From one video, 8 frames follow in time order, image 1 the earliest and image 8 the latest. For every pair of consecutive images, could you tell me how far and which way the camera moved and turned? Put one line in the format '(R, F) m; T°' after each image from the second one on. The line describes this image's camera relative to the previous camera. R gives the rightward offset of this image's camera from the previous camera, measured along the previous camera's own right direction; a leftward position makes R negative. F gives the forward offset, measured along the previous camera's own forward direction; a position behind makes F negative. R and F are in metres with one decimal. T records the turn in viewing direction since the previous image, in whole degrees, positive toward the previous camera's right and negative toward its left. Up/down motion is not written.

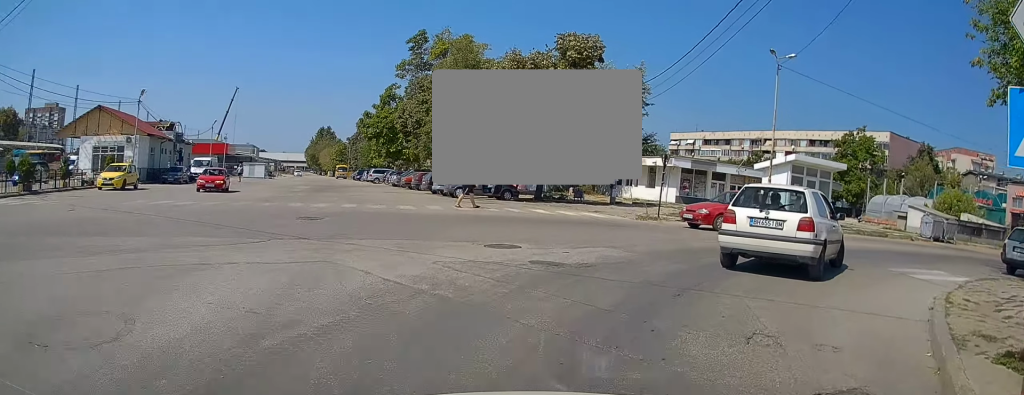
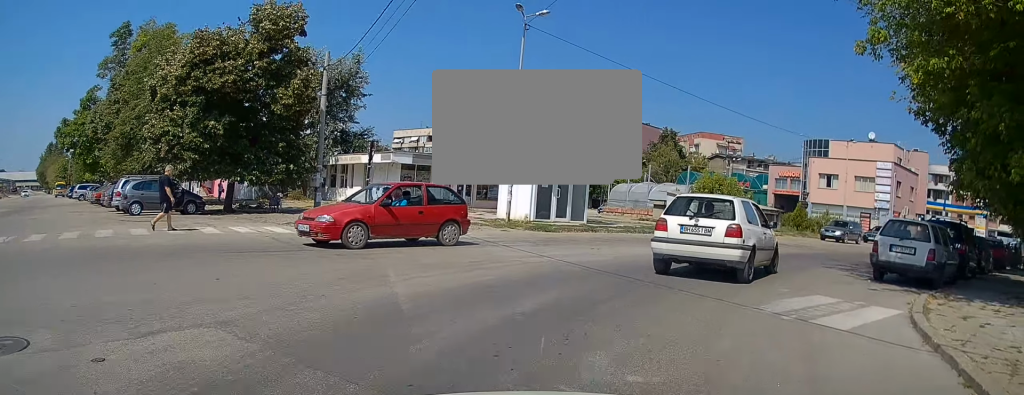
(+1.4, +6.4) m; +25°
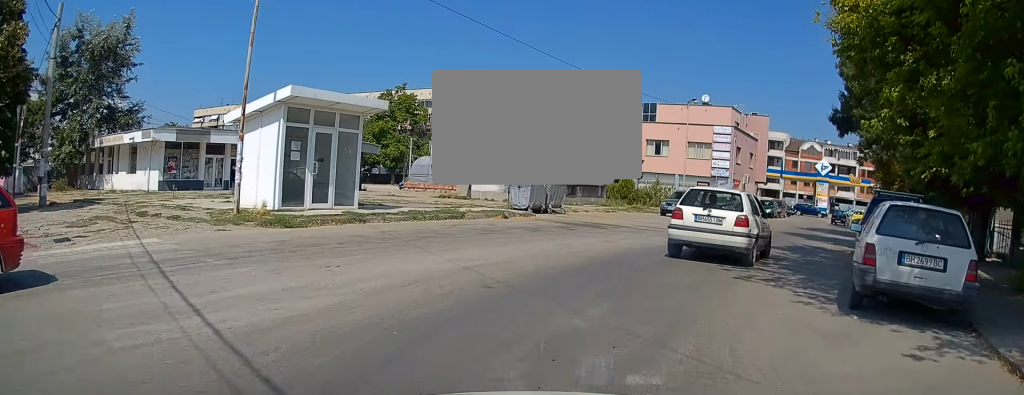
(+1.1, +7.0) m; +16°
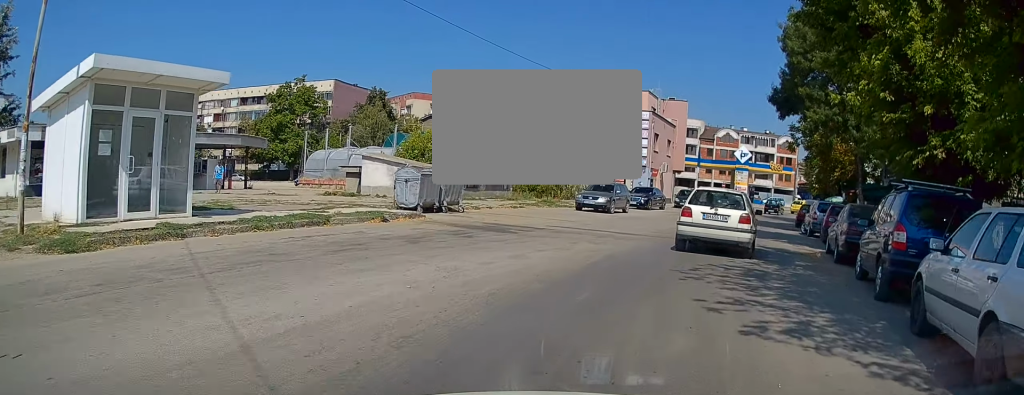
(+0.4, +4.6) m; +9°
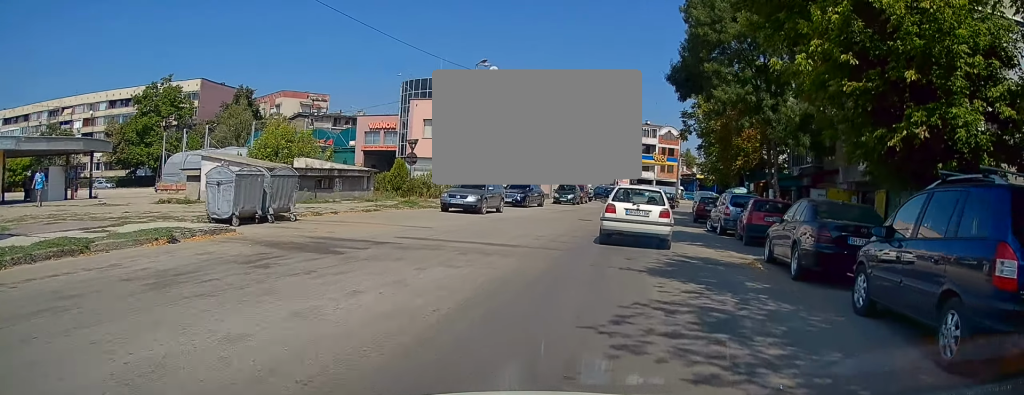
(+0.3, +4.6) m; +8°
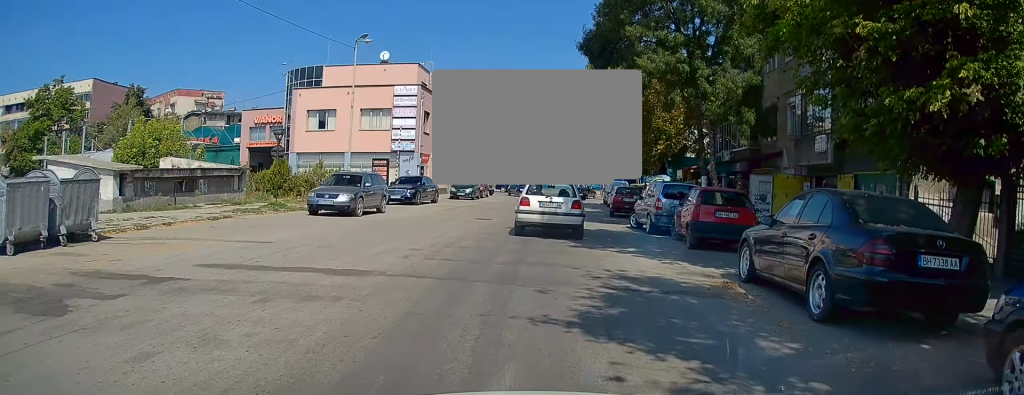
(+0.3, +4.6) m; +6°
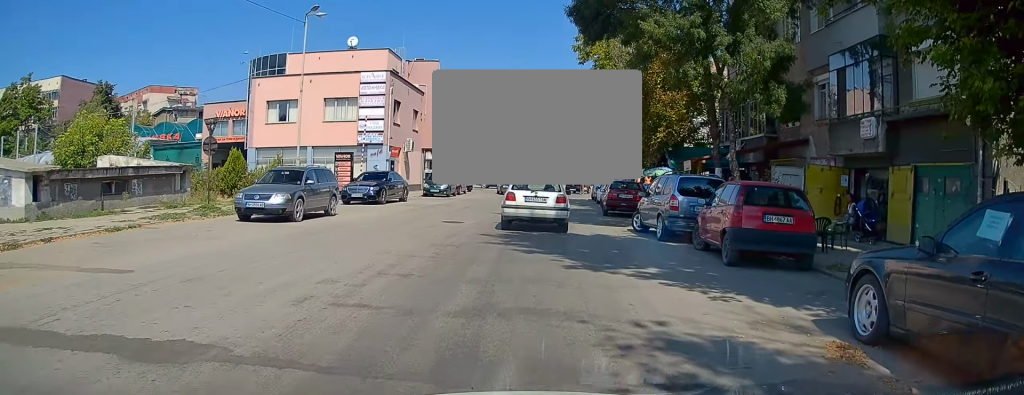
(+0.1, +4.0) m; +3°
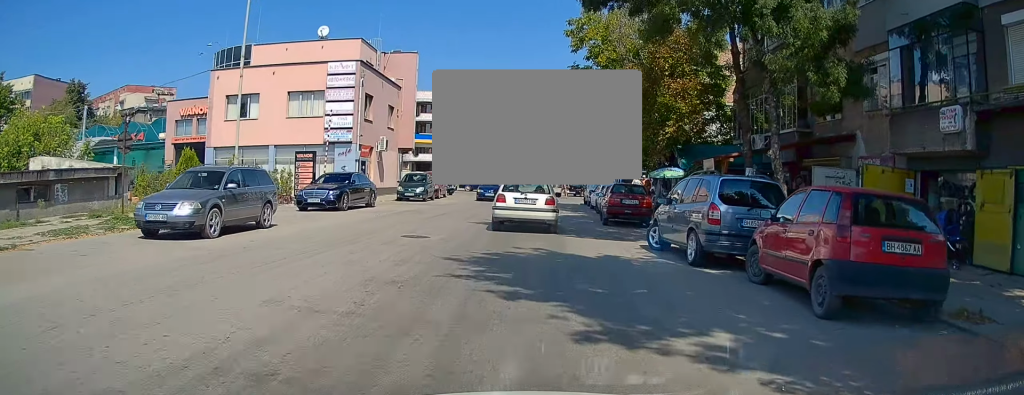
(+0.1, +4.1) m; +1°
